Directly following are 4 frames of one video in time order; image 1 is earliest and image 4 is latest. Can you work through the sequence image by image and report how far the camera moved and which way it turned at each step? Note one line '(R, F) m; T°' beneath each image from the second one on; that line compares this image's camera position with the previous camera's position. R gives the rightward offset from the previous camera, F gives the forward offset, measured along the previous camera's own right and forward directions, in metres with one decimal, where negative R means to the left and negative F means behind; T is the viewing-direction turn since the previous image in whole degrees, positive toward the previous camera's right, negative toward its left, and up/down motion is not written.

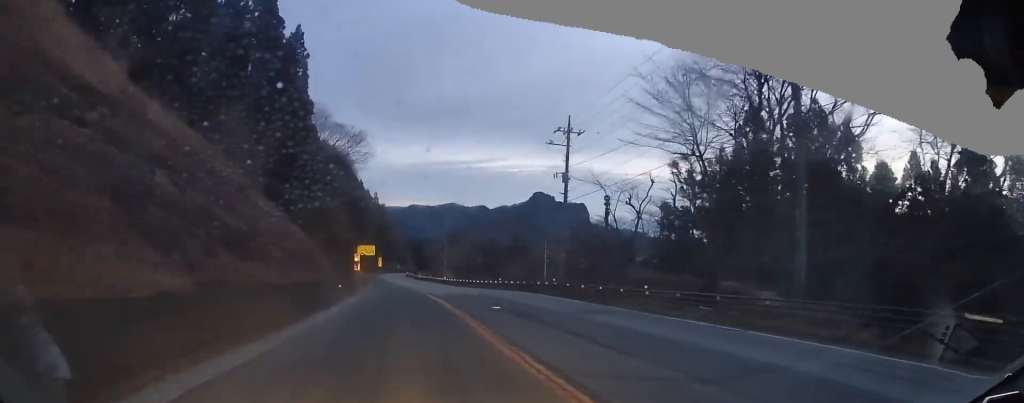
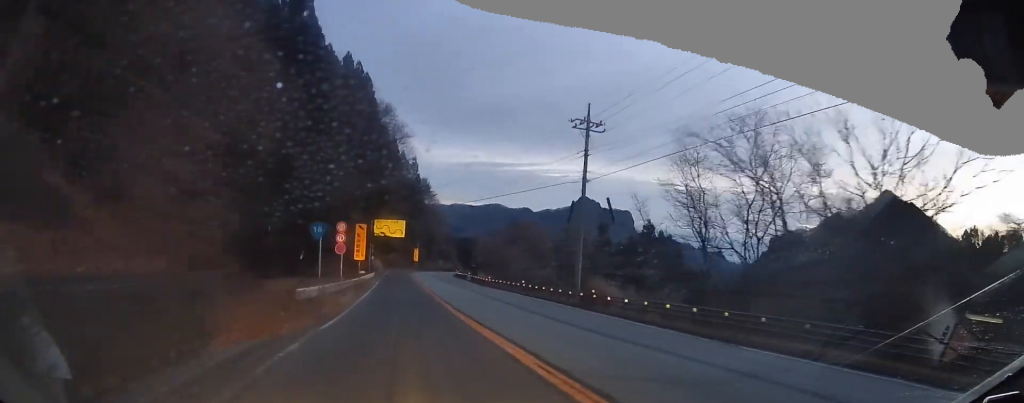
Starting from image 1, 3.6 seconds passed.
(+1.0, +66.2) m; -7°
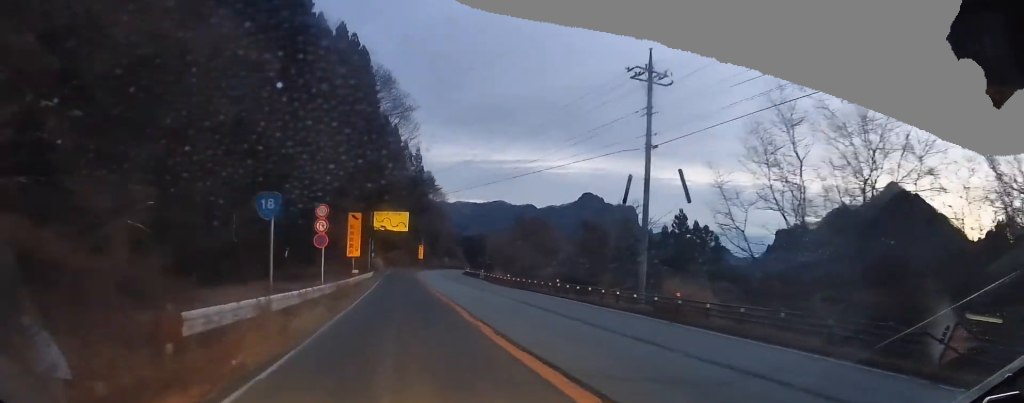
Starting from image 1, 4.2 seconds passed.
(0.0, +9.4) m; -4°
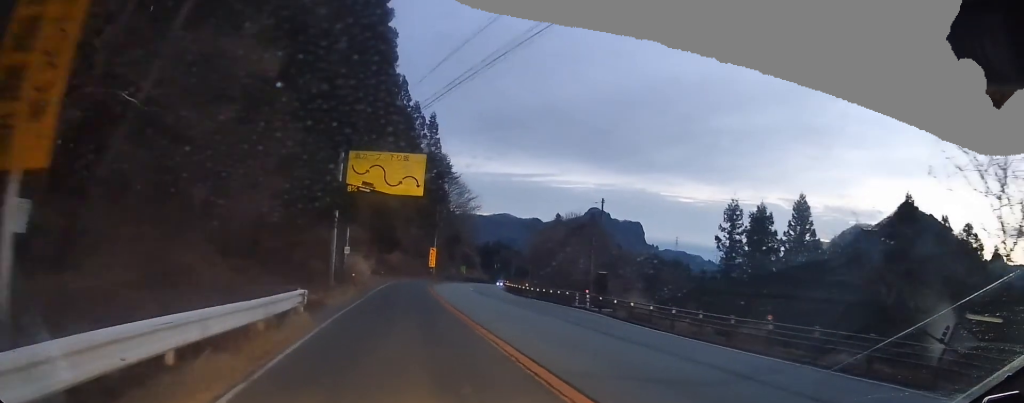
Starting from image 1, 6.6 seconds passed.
(-0.7, +37.4) m; +2°
